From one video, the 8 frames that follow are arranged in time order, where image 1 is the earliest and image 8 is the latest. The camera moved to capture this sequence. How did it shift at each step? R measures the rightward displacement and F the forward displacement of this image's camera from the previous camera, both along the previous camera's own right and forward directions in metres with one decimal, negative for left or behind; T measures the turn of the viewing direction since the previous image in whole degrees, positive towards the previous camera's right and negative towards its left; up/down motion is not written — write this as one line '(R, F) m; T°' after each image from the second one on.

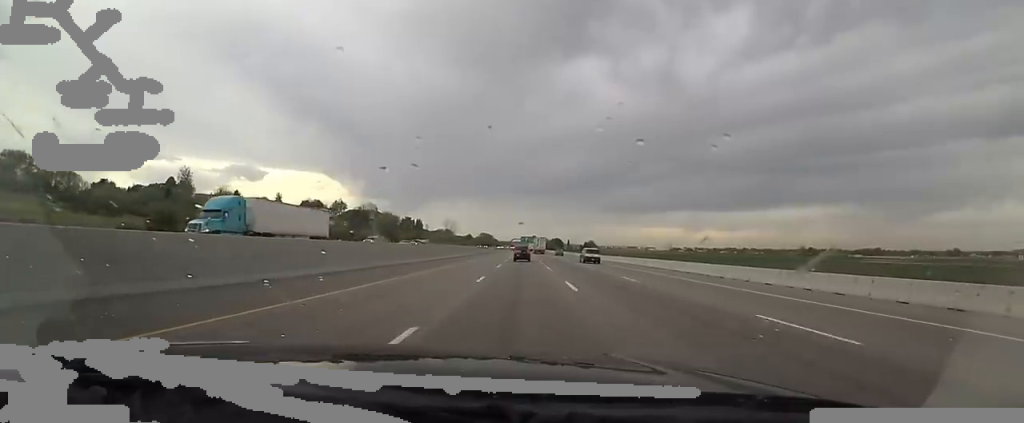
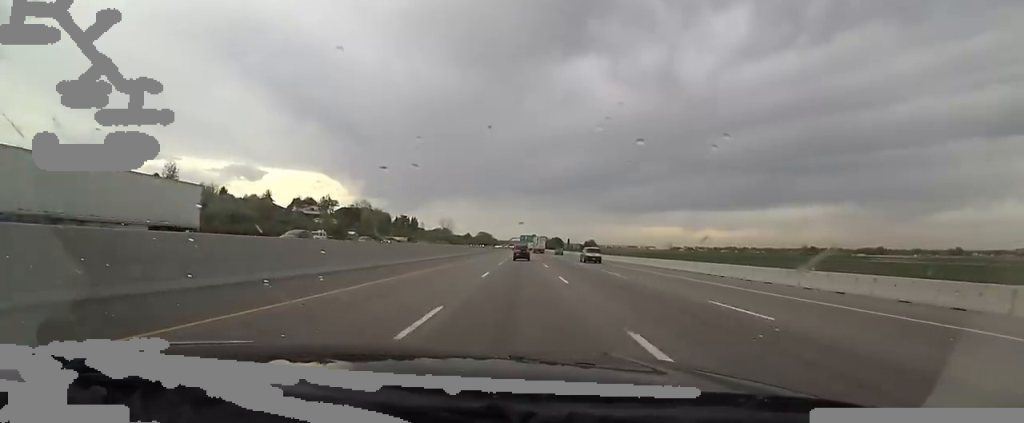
(+0.1, +12.3) m; 0°
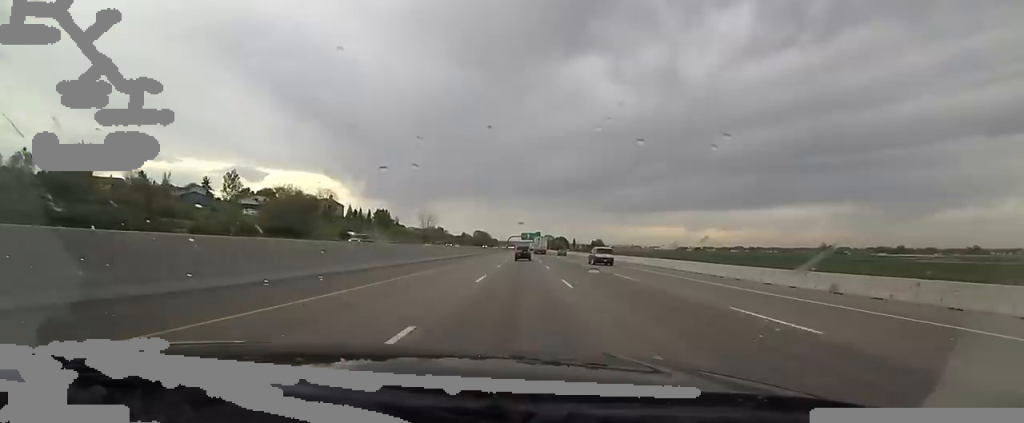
(-2.3, +62.6) m; -2°
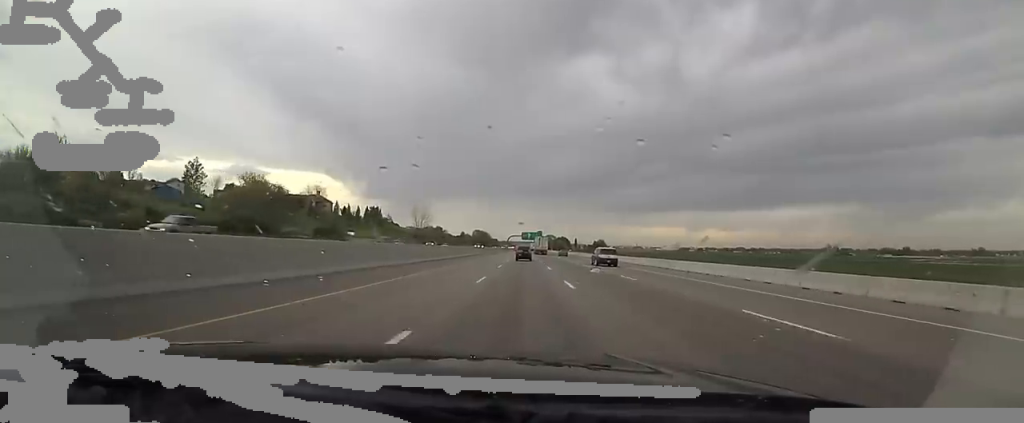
(+0.7, +15.6) m; 0°
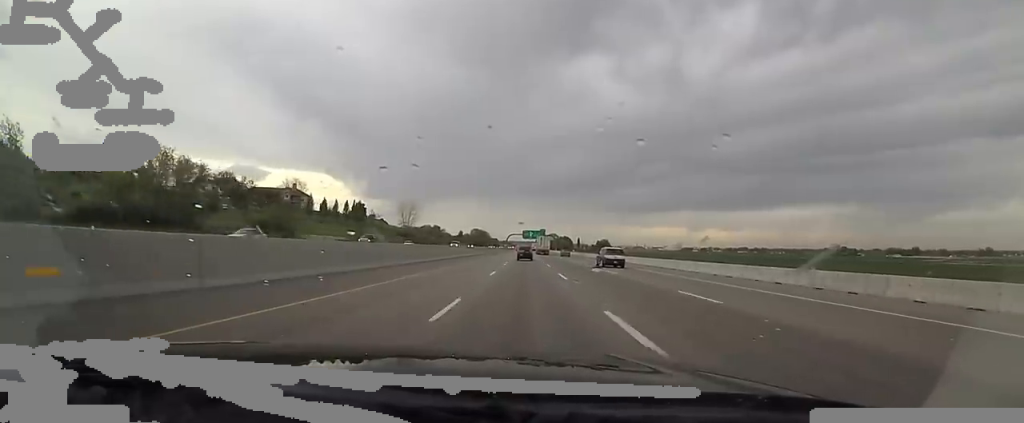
(-0.5, +25.1) m; 0°
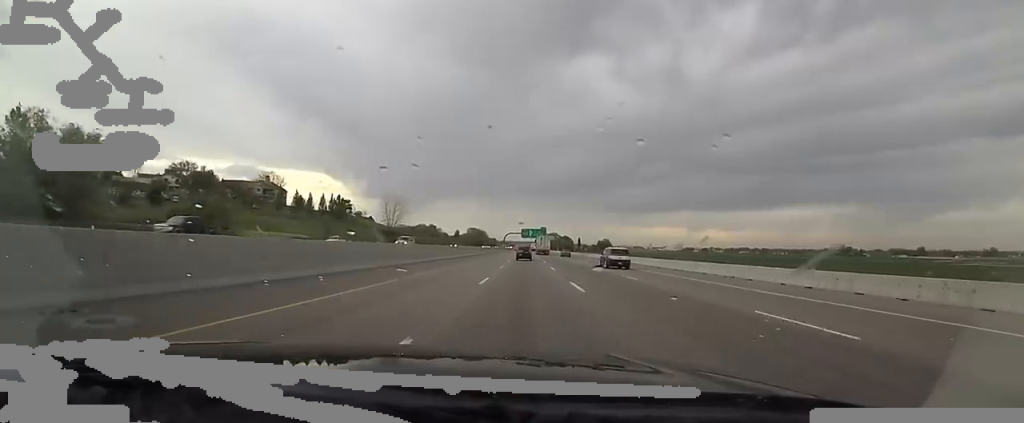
(-0.3, +21.0) m; 0°
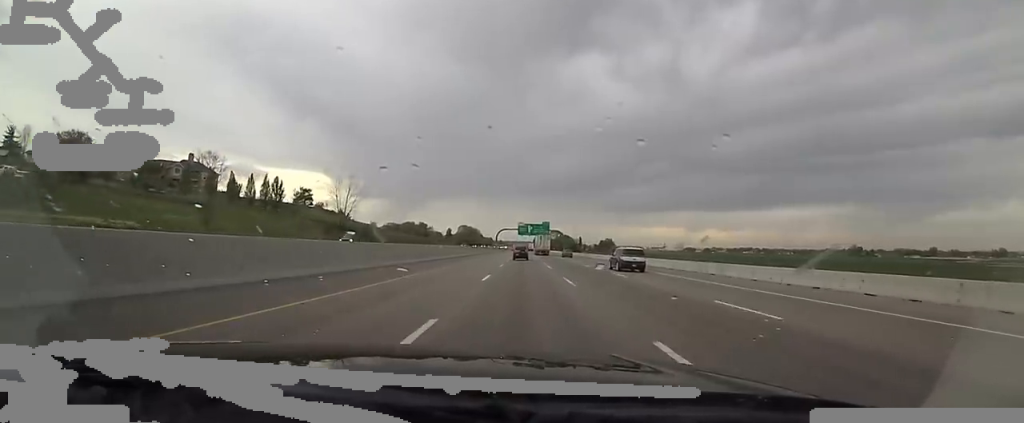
(+0.3, +43.2) m; 0°
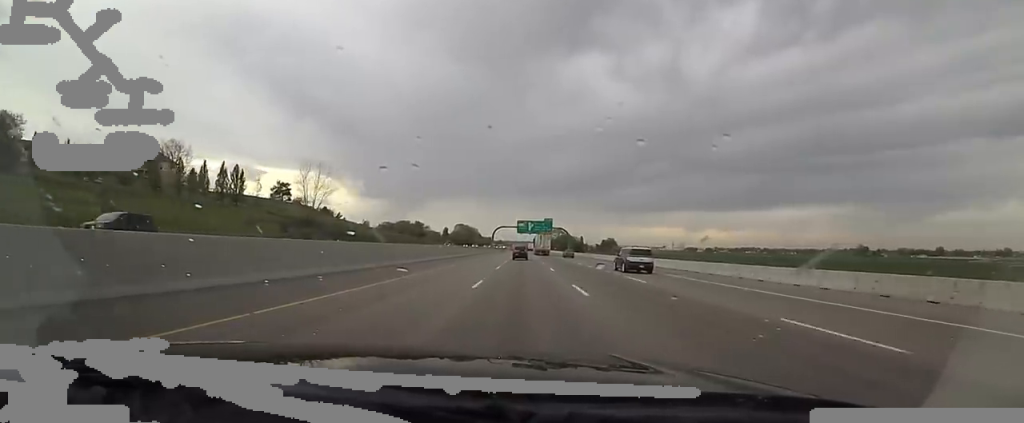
(-0.3, +19.0) m; 0°
